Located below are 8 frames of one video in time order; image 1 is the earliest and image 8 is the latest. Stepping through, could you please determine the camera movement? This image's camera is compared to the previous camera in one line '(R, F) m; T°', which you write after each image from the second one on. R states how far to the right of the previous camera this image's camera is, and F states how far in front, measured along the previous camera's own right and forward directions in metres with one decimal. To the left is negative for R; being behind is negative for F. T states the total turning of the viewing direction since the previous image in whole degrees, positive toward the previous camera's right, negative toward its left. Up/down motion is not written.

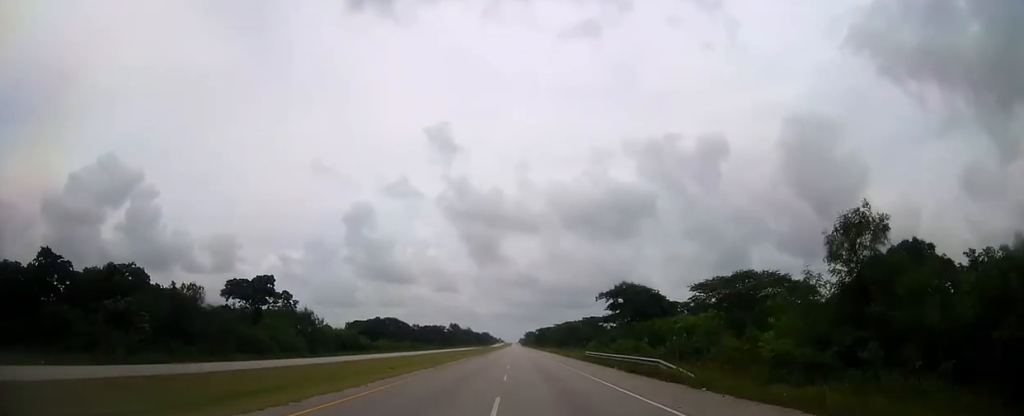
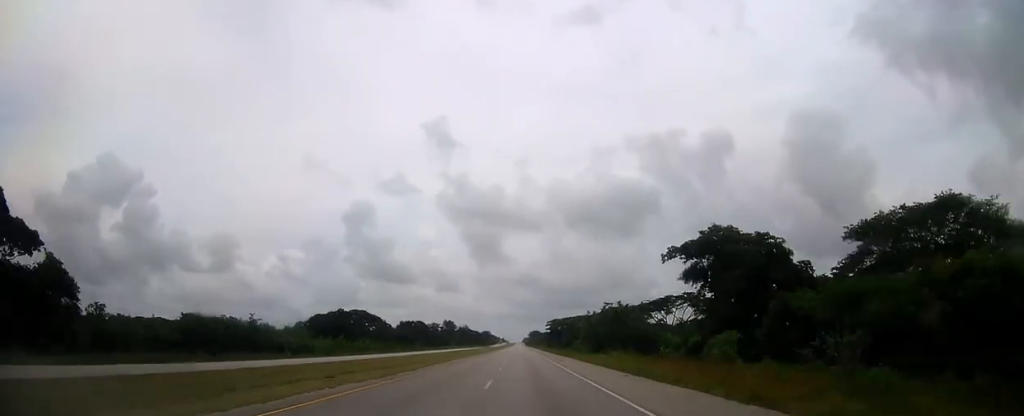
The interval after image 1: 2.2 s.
(0.0, +64.2) m; 0°
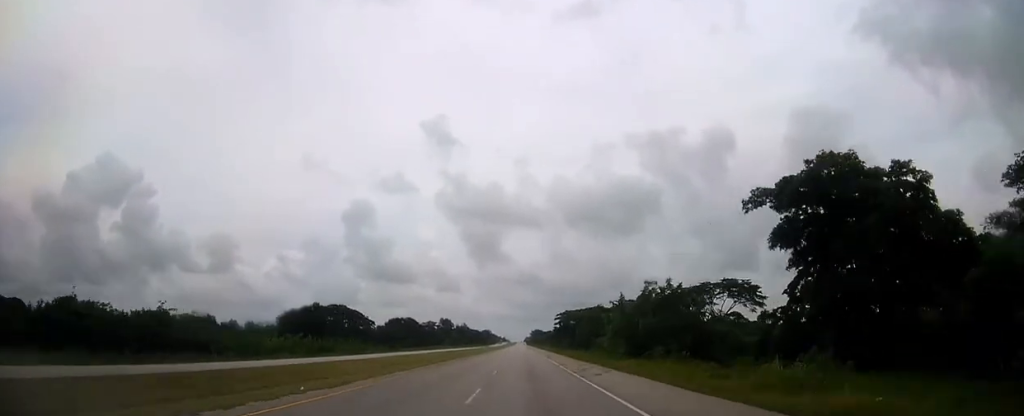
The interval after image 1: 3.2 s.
(0.0, +29.2) m; 0°
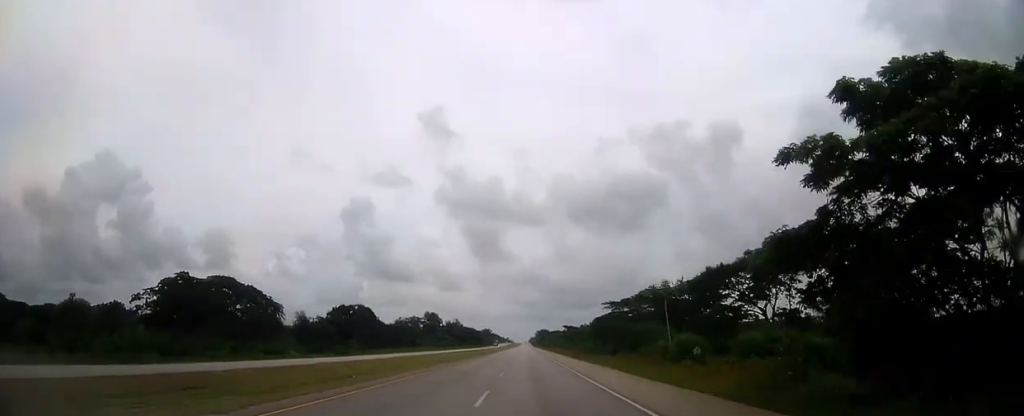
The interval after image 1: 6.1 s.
(-0.2, +83.8) m; 0°
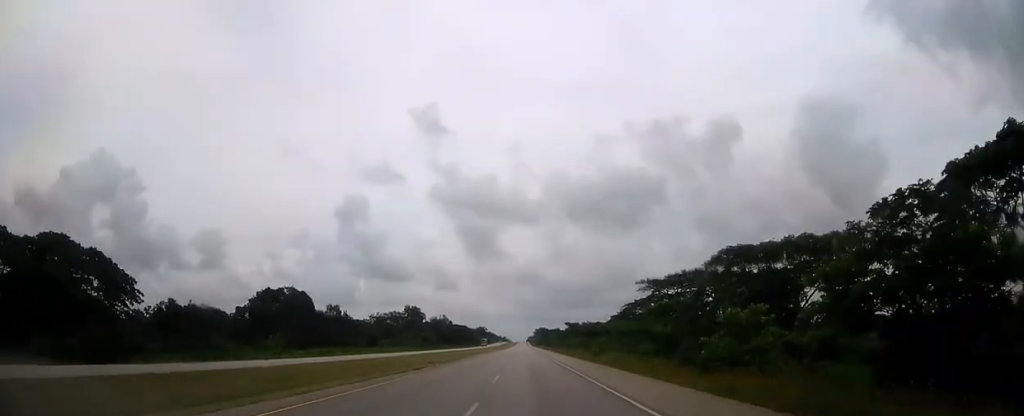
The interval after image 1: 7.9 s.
(-0.2, +52.5) m; 0°
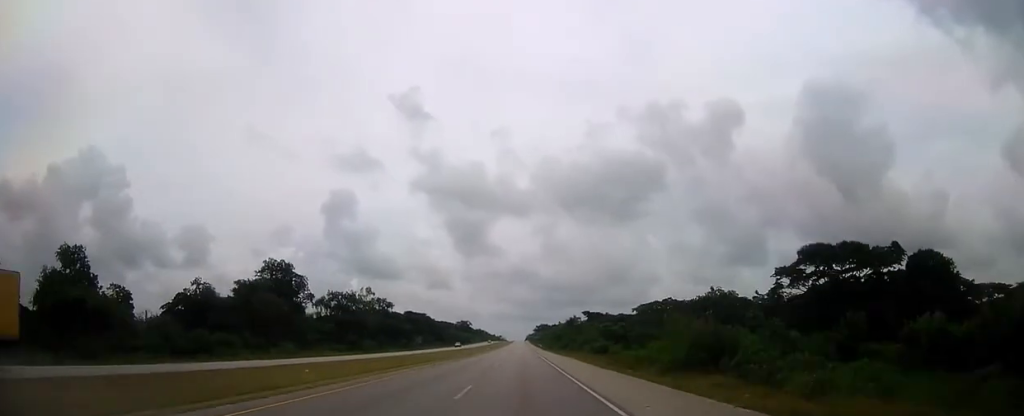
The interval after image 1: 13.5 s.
(+0.5, +163.0) m; 0°
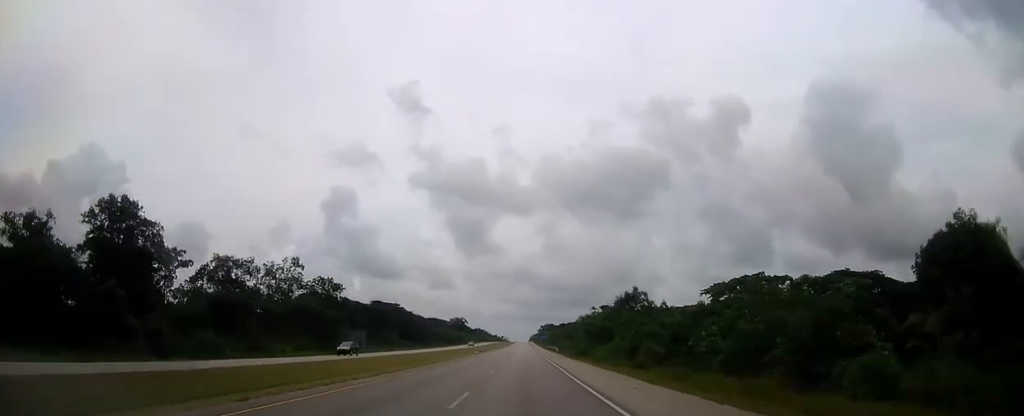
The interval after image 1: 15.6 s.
(0.0, +61.2) m; 0°
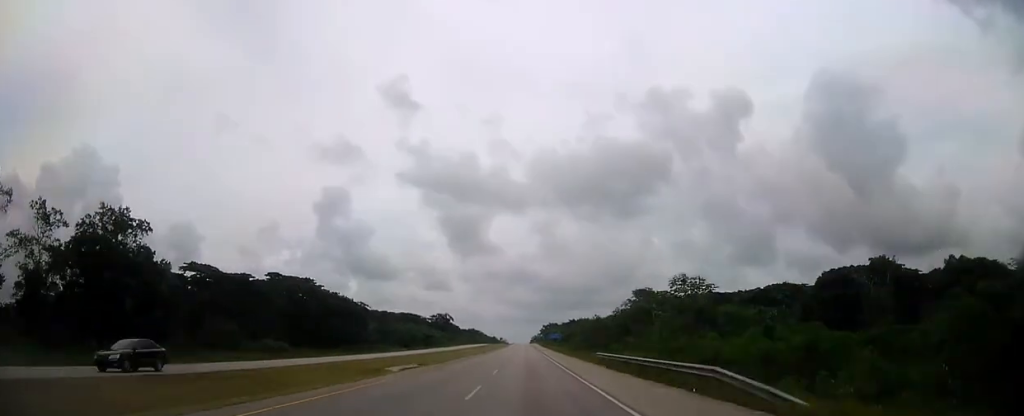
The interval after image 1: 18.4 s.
(-0.2, +82.5) m; 0°
